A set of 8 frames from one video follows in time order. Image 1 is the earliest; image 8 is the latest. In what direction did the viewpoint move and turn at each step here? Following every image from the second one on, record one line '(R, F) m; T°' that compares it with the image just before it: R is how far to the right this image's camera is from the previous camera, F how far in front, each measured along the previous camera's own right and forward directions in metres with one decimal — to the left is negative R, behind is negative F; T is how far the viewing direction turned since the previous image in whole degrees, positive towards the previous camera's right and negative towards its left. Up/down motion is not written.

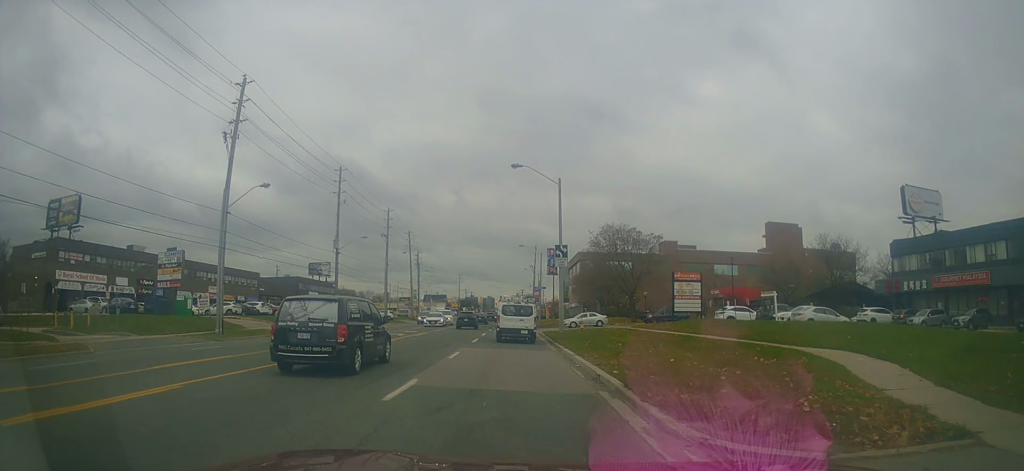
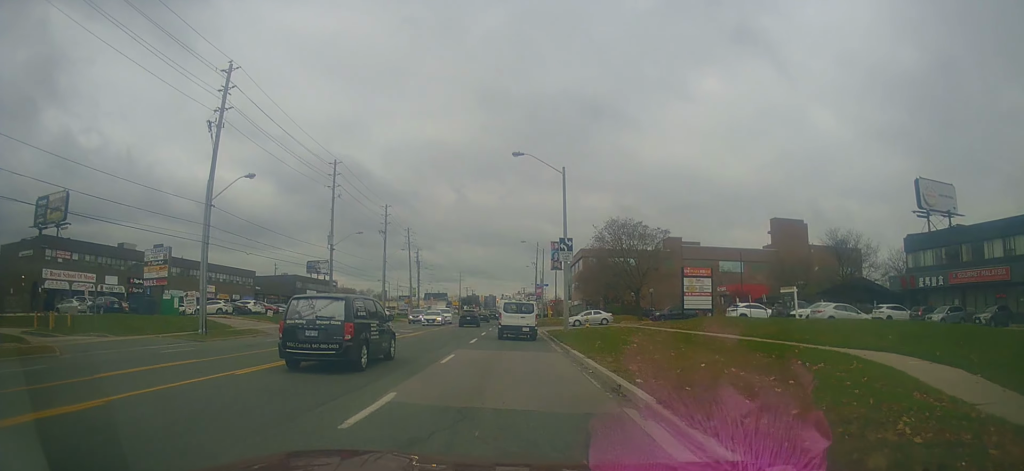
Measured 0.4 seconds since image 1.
(-0.1, +2.3) m; 0°
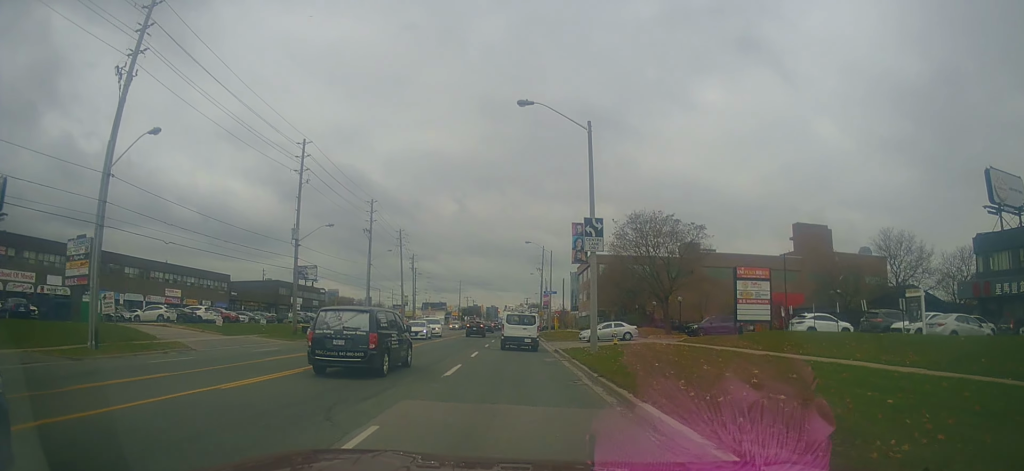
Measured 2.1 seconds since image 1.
(+0.1, +10.7) m; -2°
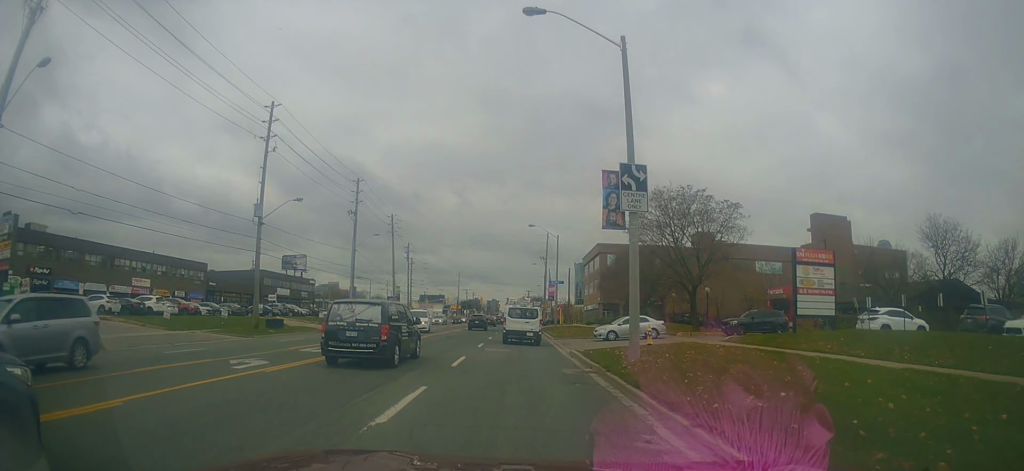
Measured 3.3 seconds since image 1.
(-0.2, +7.7) m; +3°
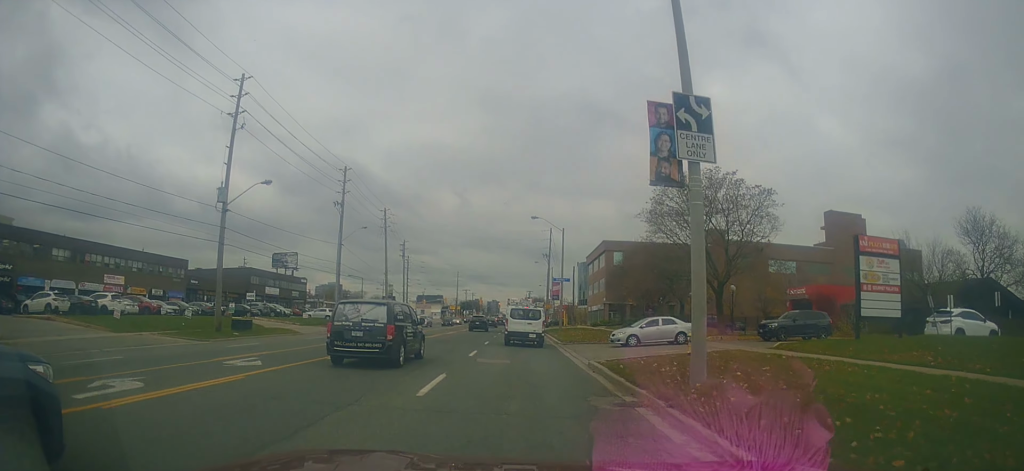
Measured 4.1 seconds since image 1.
(+0.4, +5.6) m; 0°
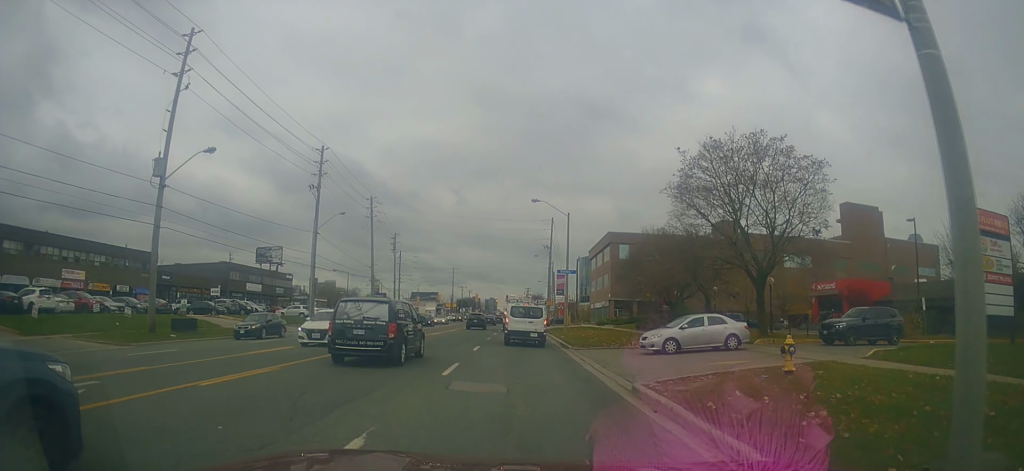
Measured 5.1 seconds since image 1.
(-0.3, +7.2) m; -2°
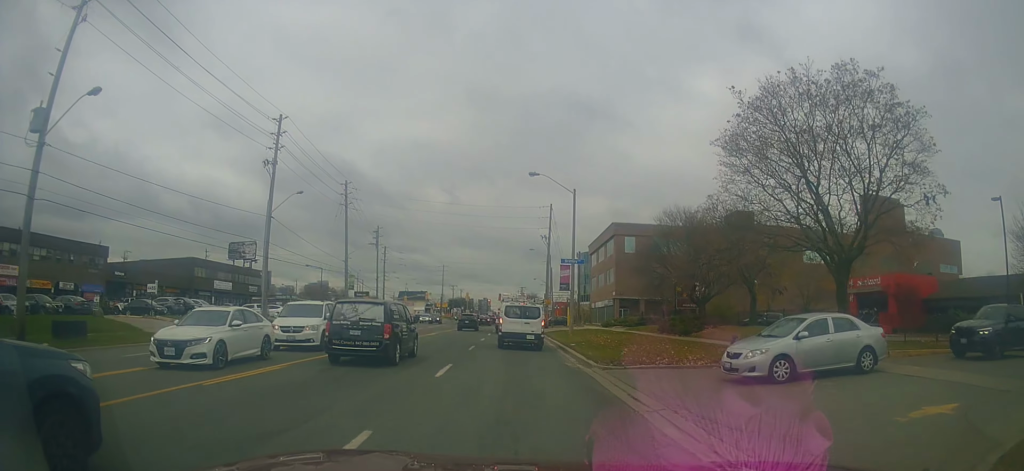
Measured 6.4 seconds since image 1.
(+0.1, +9.8) m; +3°
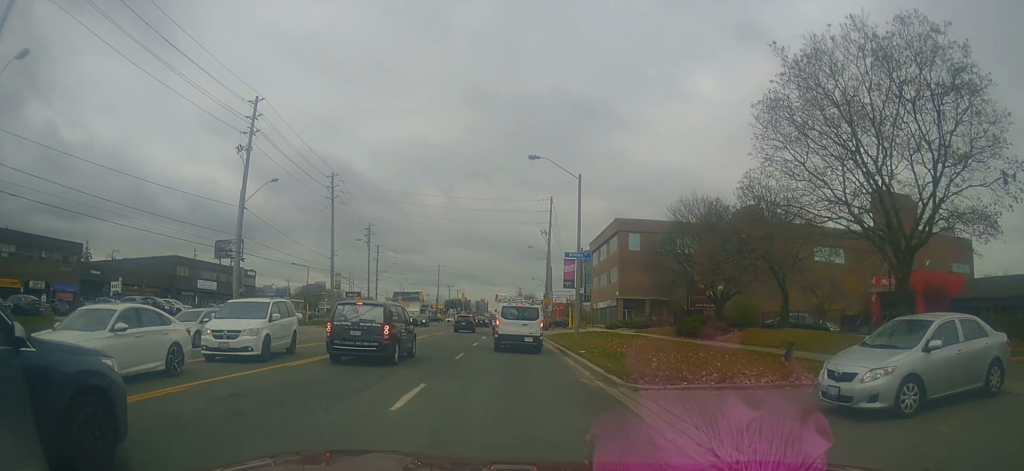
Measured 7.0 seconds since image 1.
(+0.1, +4.7) m; +2°
